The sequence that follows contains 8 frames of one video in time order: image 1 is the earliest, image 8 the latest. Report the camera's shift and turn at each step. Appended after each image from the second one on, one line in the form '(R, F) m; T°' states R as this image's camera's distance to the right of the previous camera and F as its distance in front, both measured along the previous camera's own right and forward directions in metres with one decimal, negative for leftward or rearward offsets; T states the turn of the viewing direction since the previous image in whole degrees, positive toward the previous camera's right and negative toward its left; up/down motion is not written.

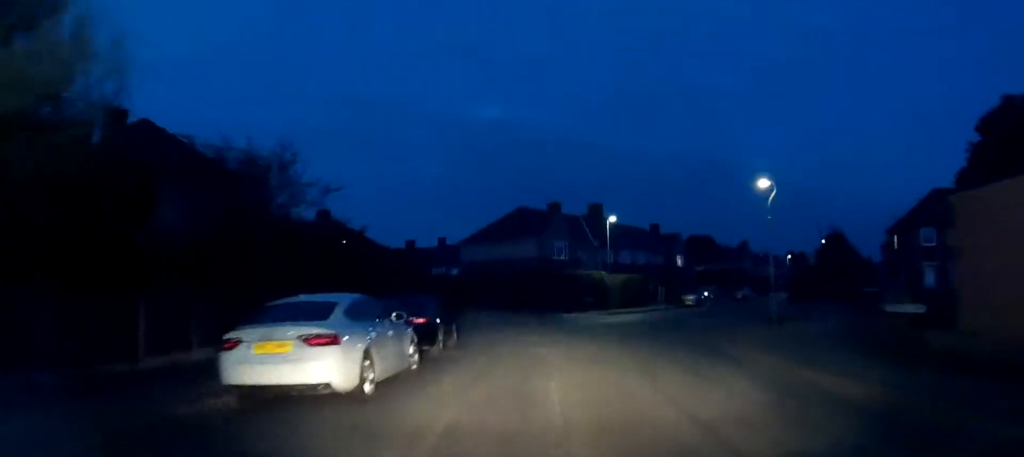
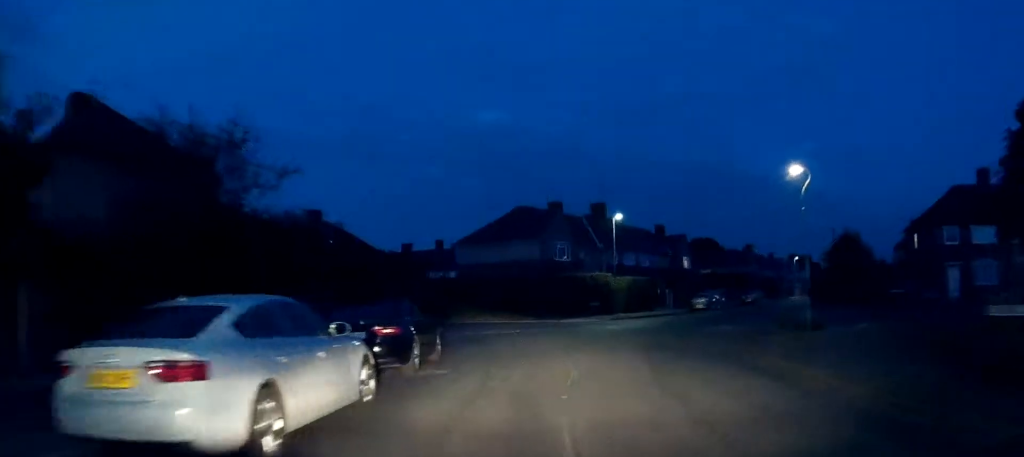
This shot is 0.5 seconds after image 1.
(0.0, +3.0) m; 0°
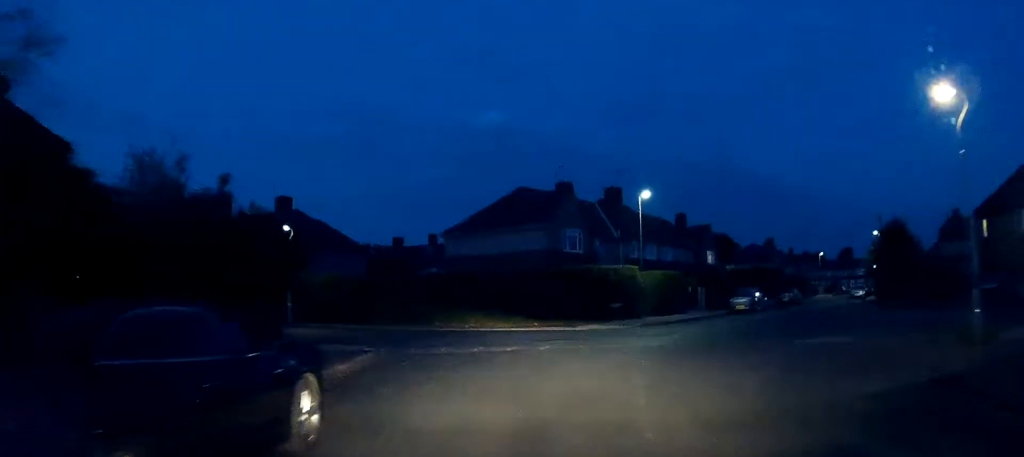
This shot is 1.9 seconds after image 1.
(-0.1, +8.3) m; 0°
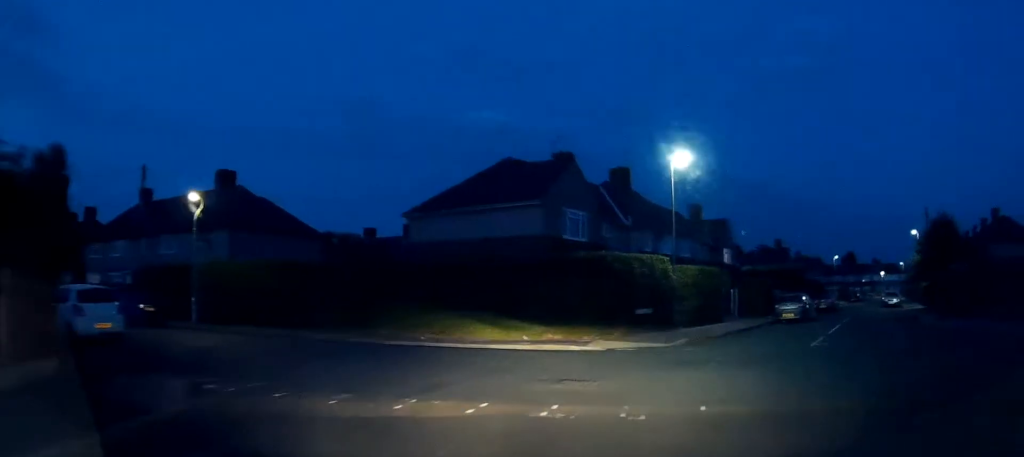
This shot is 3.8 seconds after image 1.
(+0.7, +8.8) m; +10°
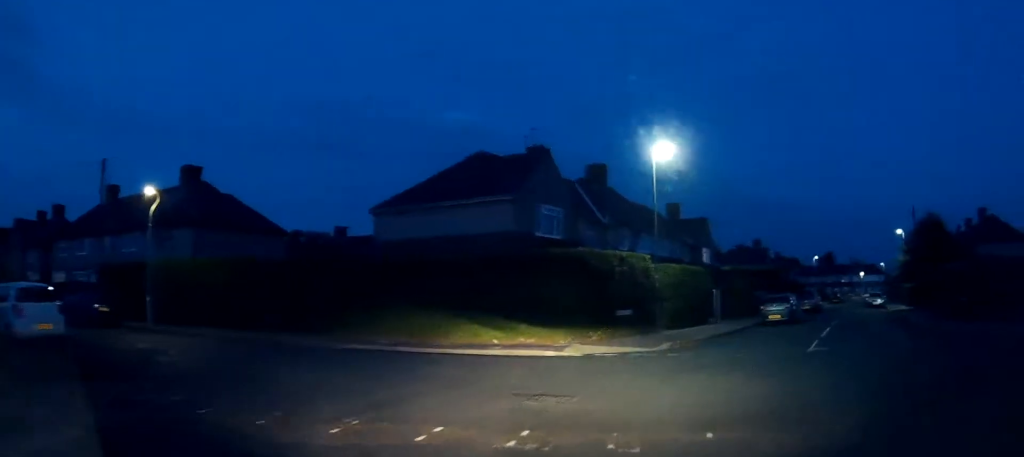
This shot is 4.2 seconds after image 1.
(0.0, +1.5) m; +1°
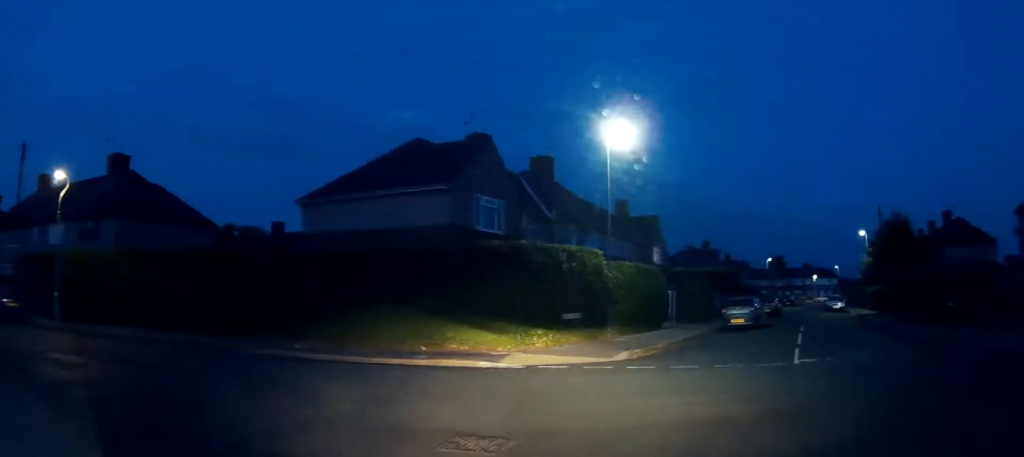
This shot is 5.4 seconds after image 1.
(+0.2, +2.8) m; +5°
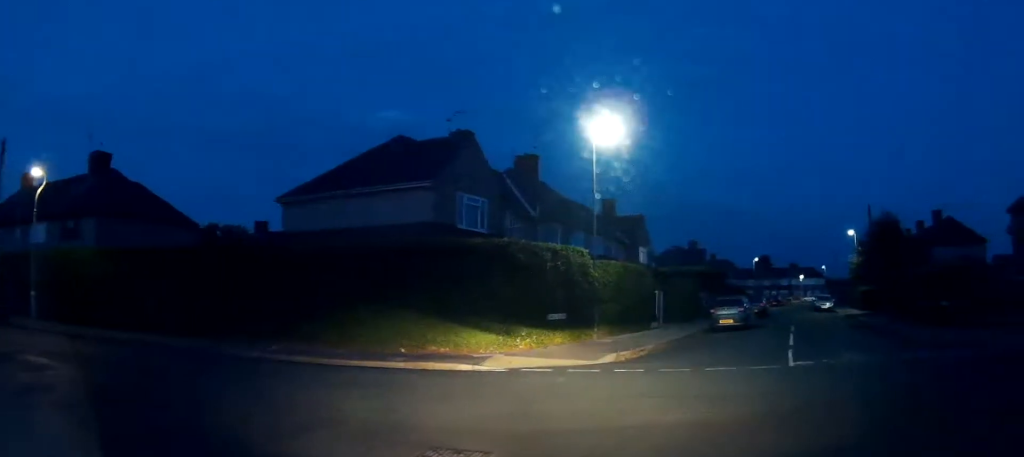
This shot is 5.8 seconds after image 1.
(0.0, +0.6) m; 0°
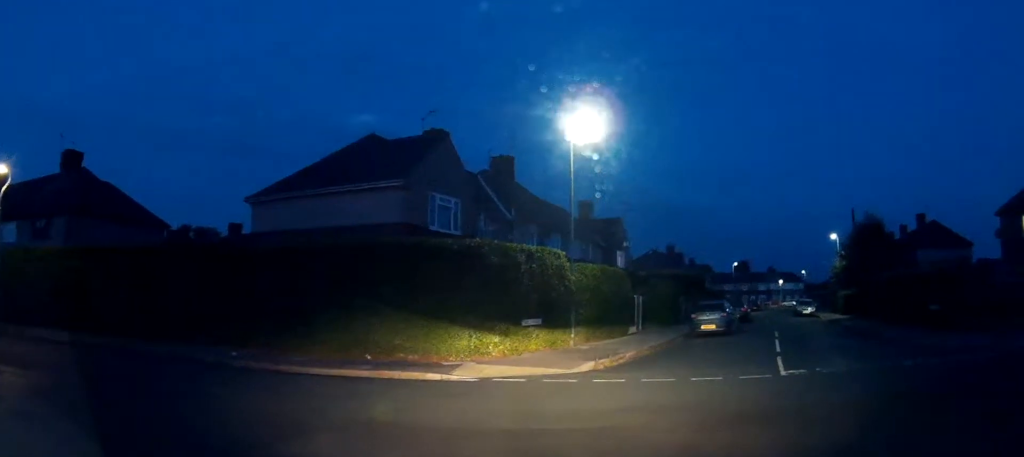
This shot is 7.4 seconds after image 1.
(+0.1, +1.6) m; 0°
